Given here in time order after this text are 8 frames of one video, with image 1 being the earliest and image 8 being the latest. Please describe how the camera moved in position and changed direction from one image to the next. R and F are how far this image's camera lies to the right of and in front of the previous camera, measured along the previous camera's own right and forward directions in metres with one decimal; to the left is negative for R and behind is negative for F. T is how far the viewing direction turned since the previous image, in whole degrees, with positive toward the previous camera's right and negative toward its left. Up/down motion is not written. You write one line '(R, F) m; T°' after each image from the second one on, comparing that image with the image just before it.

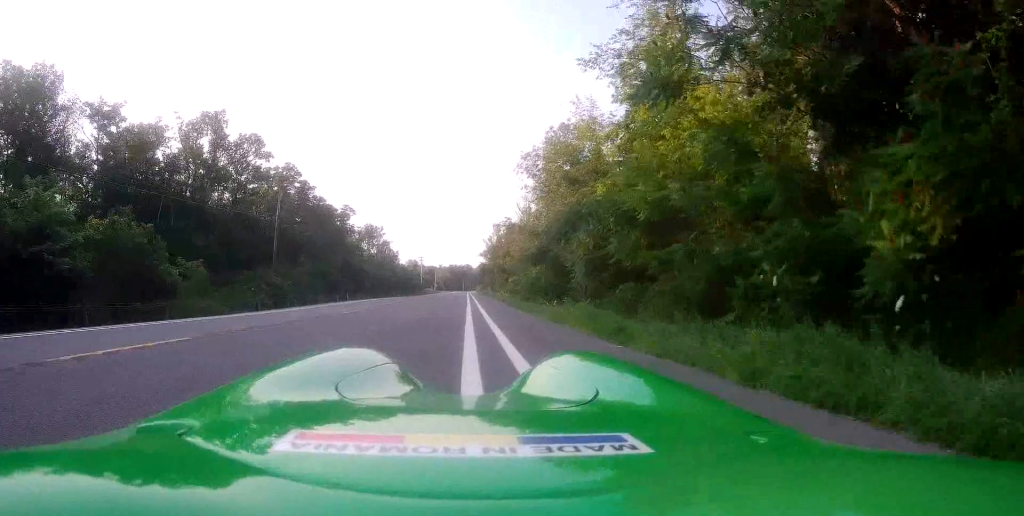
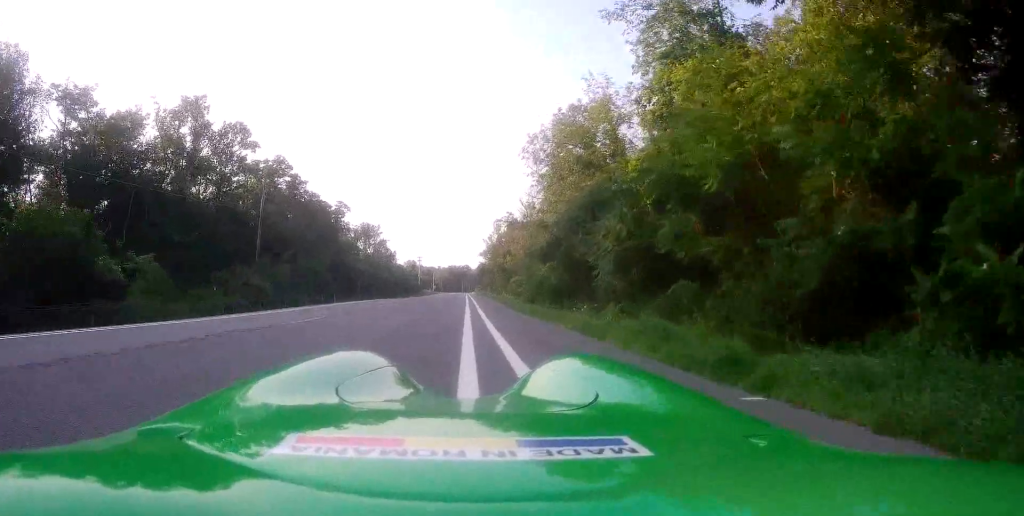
(+0.1, +4.7) m; 0°
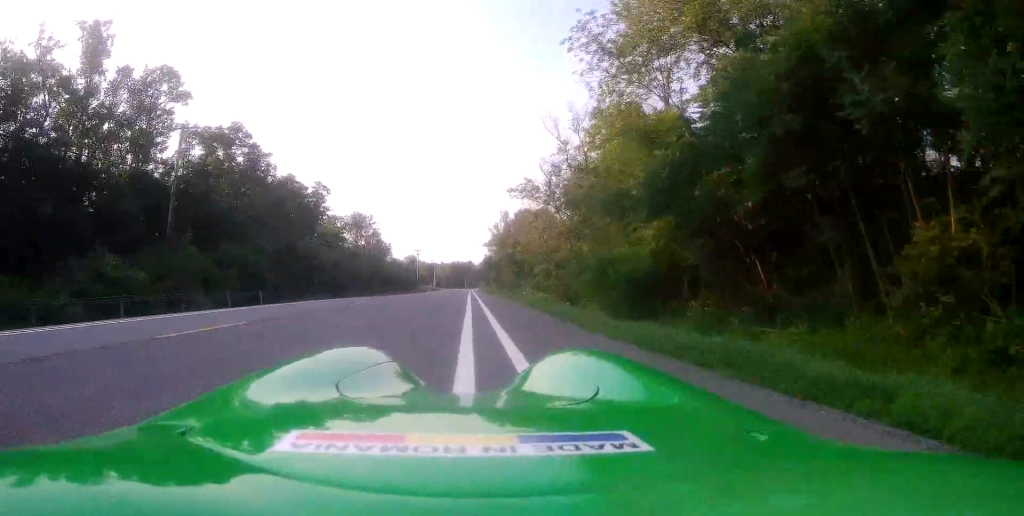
(+0.2, +17.1) m; +1°
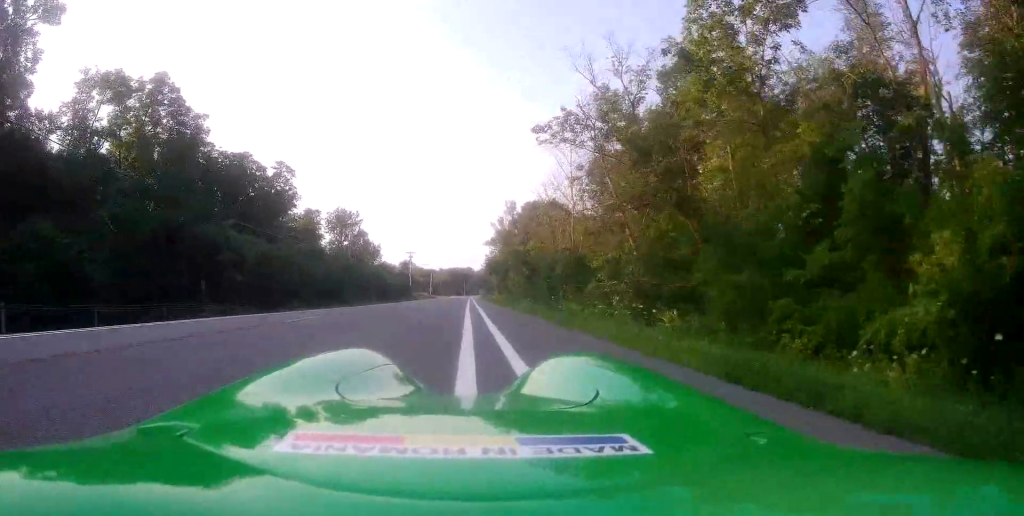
(+0.2, +18.2) m; 0°
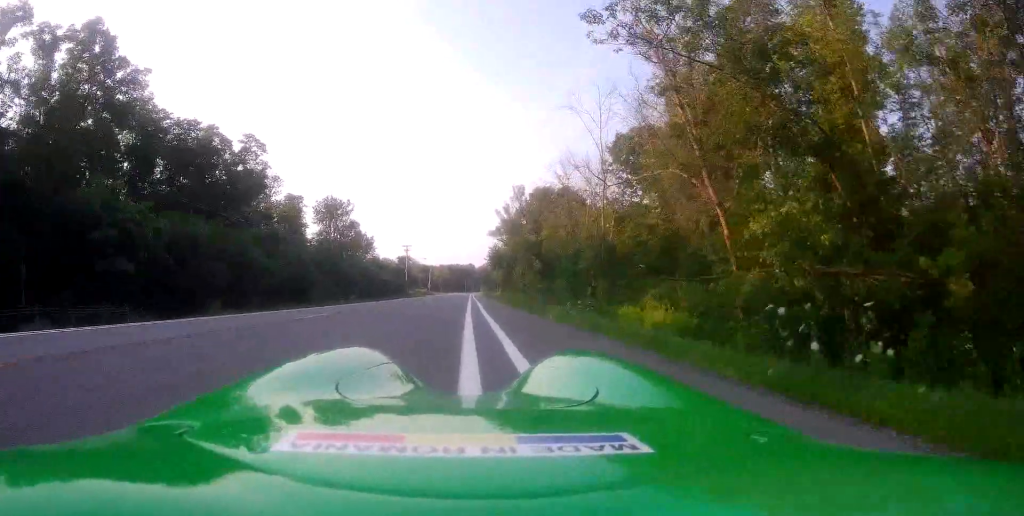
(-0.1, +11.6) m; 0°
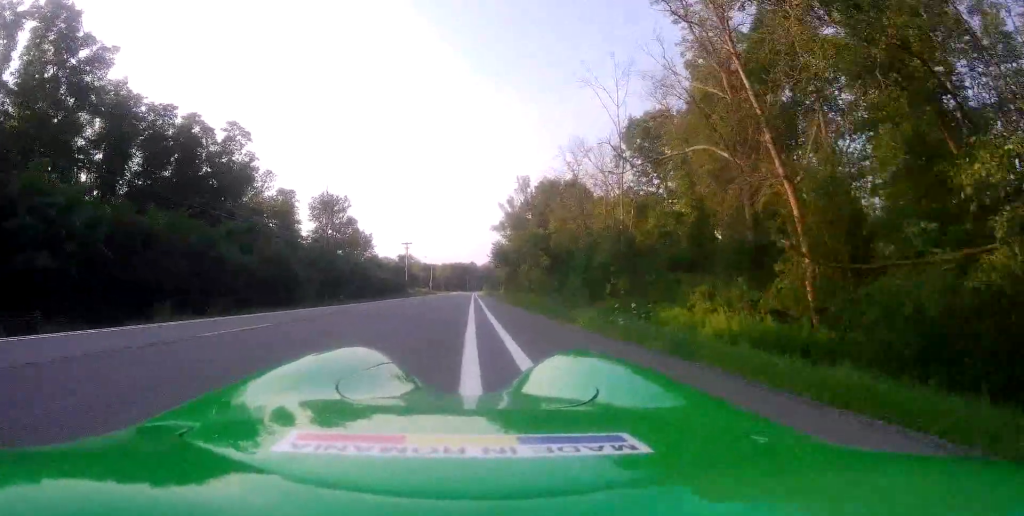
(0.0, +4.6) m; 0°
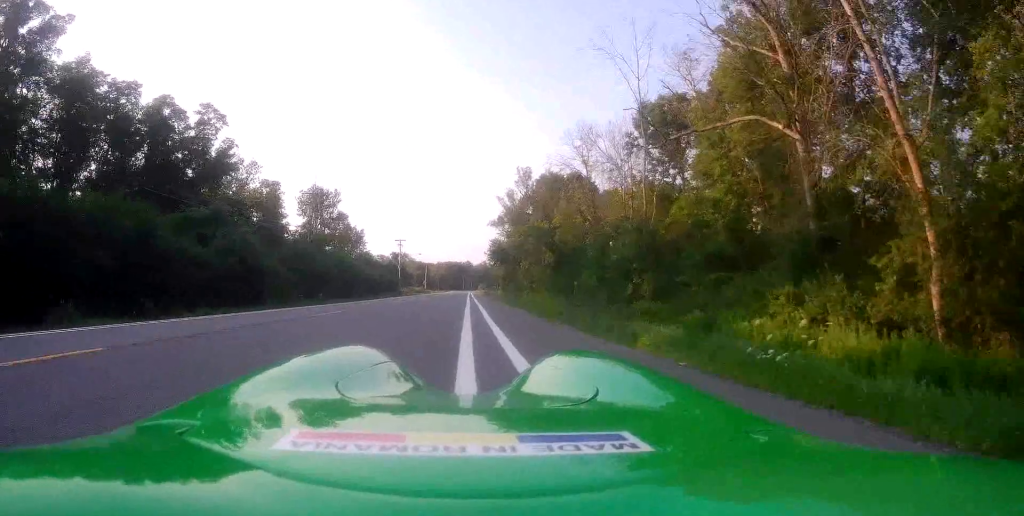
(+0.1, +5.5) m; 0°
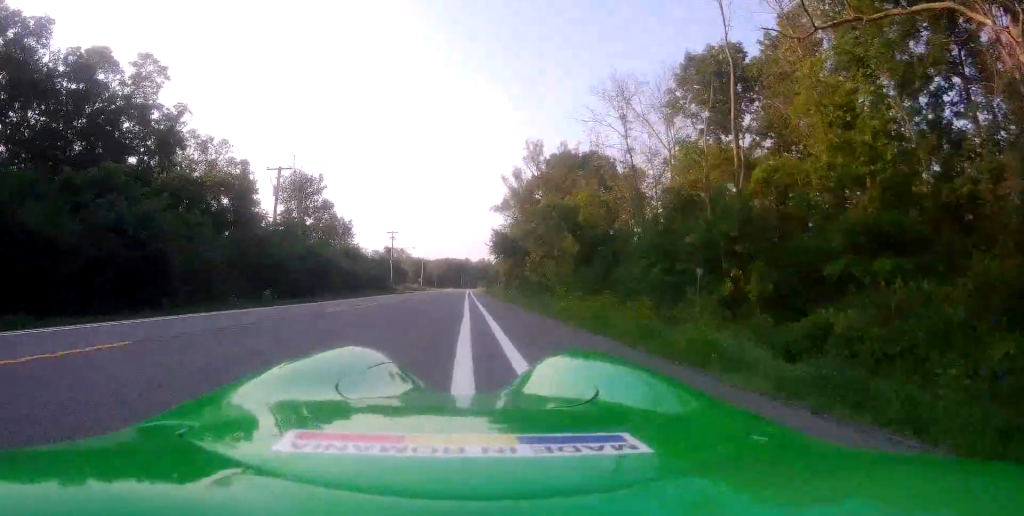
(-0.1, +11.3) m; -1°
